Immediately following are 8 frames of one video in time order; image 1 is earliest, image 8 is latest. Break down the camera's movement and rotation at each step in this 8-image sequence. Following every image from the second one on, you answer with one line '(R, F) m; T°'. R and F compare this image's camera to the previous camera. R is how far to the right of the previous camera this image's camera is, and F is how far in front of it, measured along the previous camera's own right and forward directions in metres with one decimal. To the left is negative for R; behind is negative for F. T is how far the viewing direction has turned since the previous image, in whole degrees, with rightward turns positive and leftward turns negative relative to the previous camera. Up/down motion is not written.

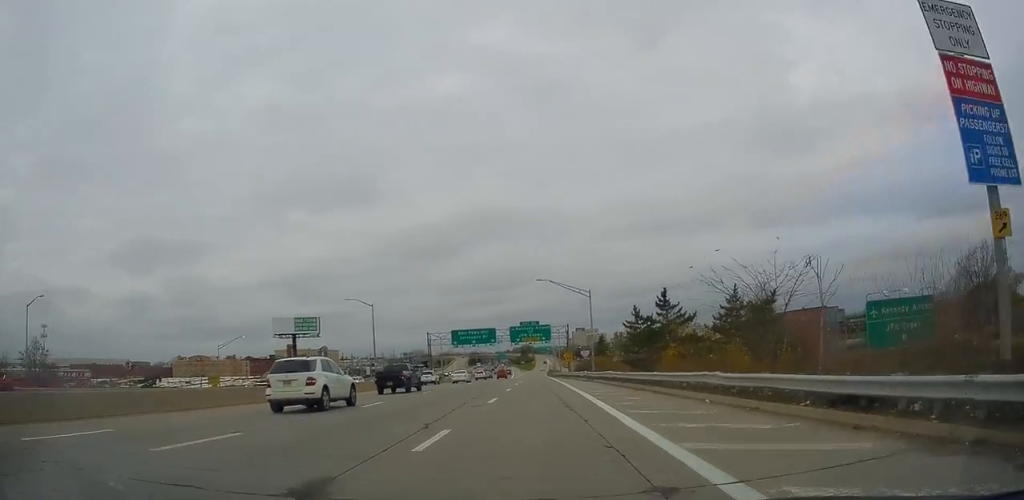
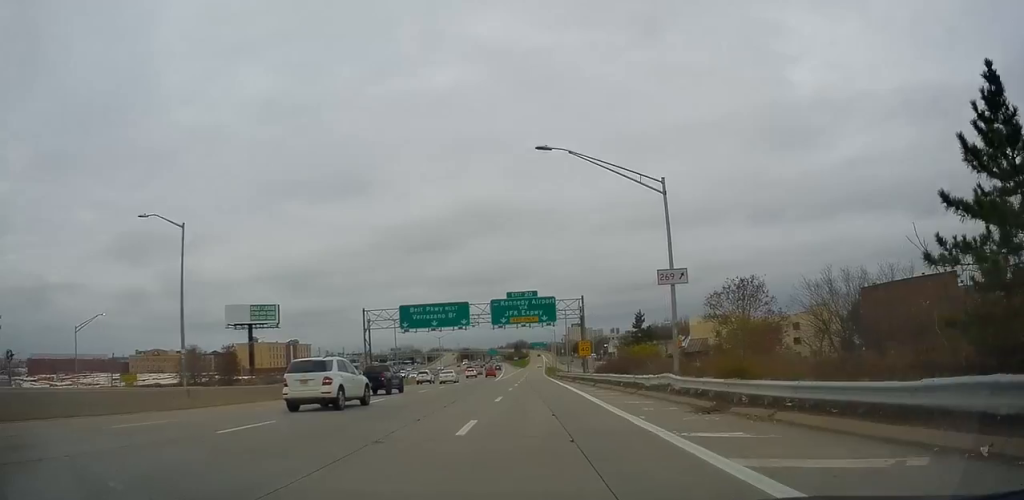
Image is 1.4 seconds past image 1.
(-0.5, +33.3) m; -1°
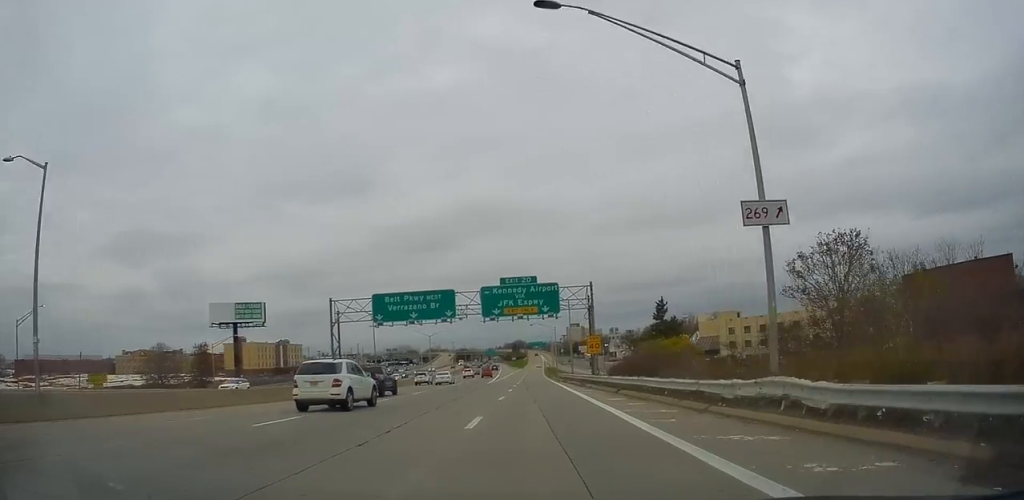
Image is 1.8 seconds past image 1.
(0.0, +9.7) m; 0°
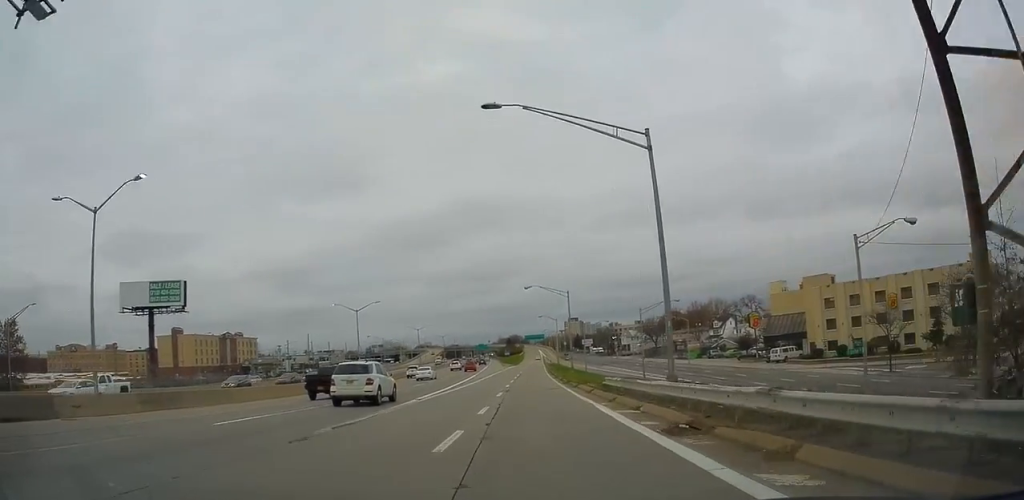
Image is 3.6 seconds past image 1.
(+0.1, +45.4) m; +1°
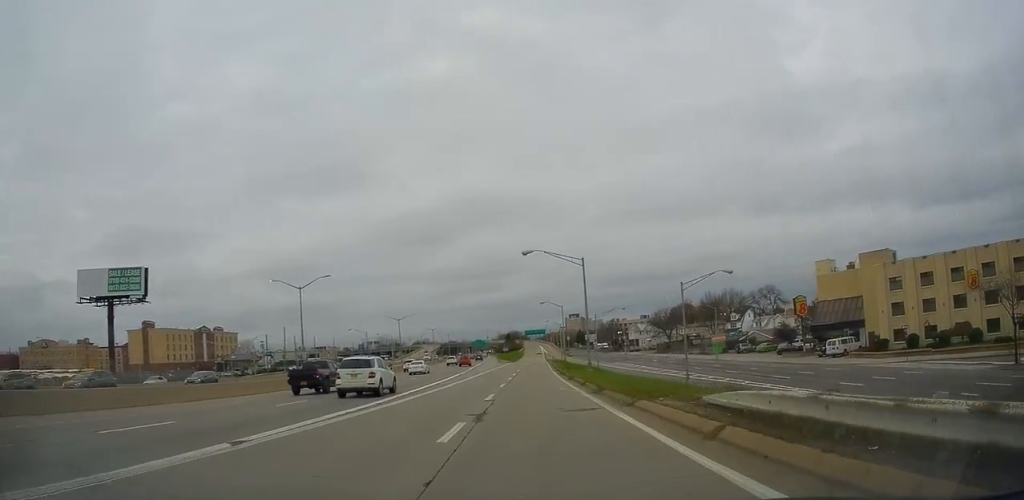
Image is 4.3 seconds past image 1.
(0.0, +17.3) m; +1°
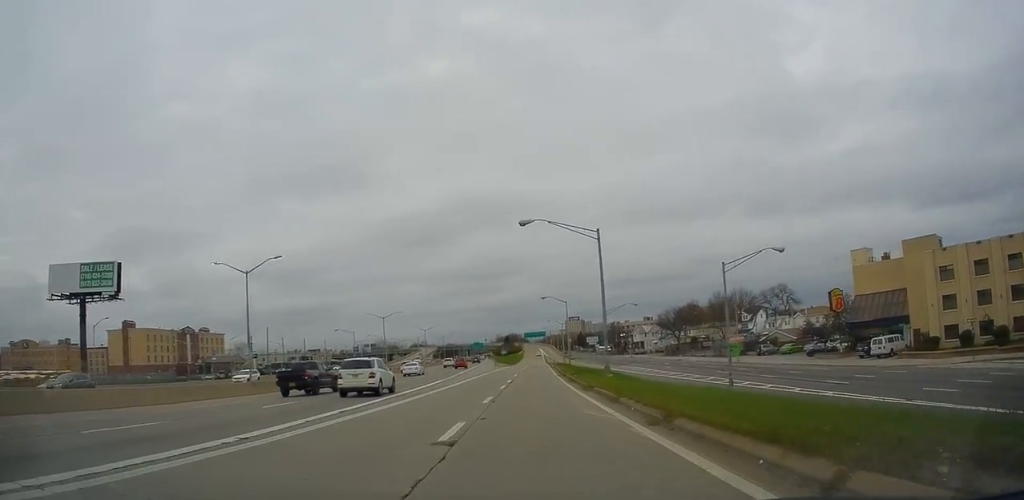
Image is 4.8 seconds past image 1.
(+0.2, +10.4) m; 0°
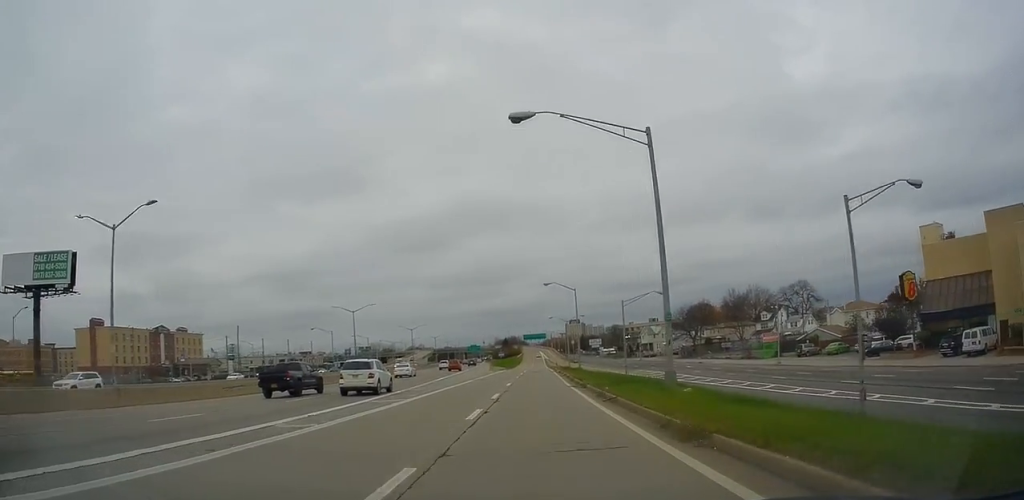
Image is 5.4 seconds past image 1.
(+0.1, +15.3) m; 0°
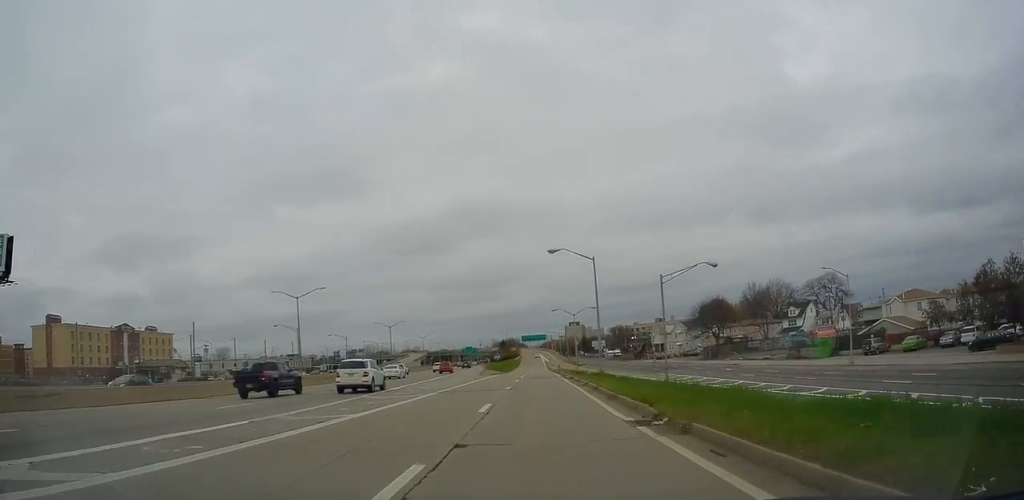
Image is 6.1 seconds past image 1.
(-0.4, +18.2) m; 0°
